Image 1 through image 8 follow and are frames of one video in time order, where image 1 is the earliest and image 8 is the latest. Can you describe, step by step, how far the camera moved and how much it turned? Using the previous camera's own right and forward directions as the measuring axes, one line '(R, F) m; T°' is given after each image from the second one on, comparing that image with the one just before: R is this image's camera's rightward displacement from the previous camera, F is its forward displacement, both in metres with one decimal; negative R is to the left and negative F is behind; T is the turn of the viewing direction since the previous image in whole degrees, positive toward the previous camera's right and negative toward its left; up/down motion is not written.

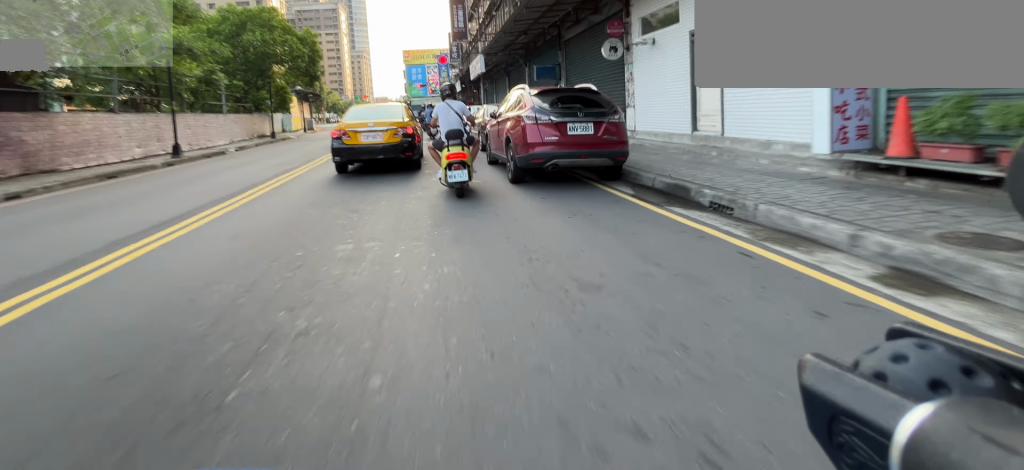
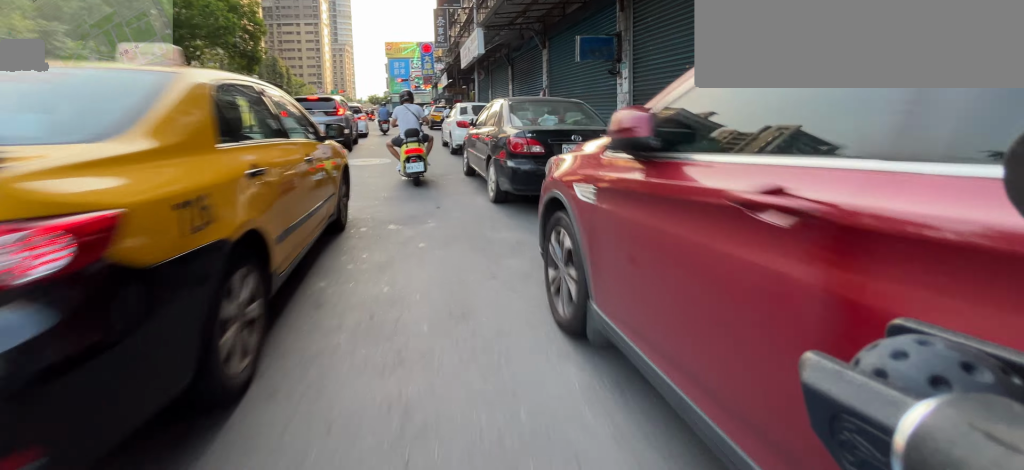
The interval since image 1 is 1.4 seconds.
(0.0, +8.0) m; 0°
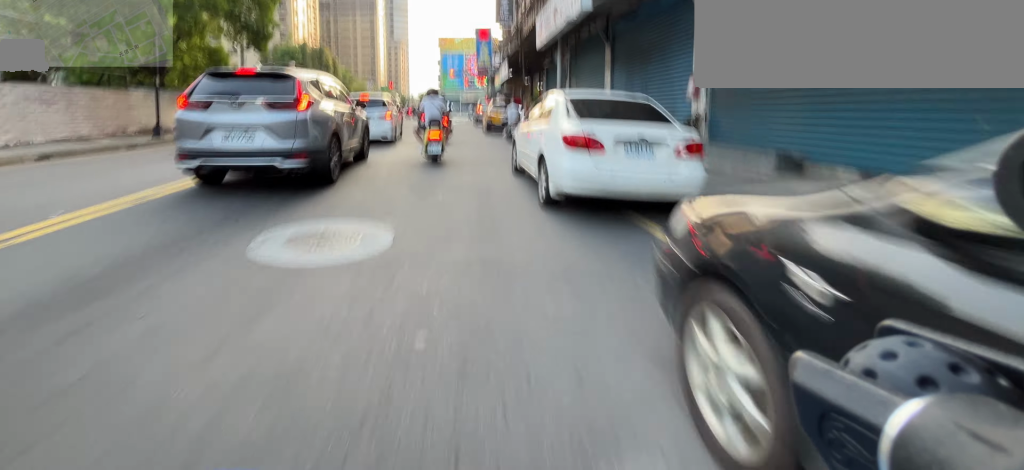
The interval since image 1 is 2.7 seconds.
(-0.1, +6.7) m; -5°
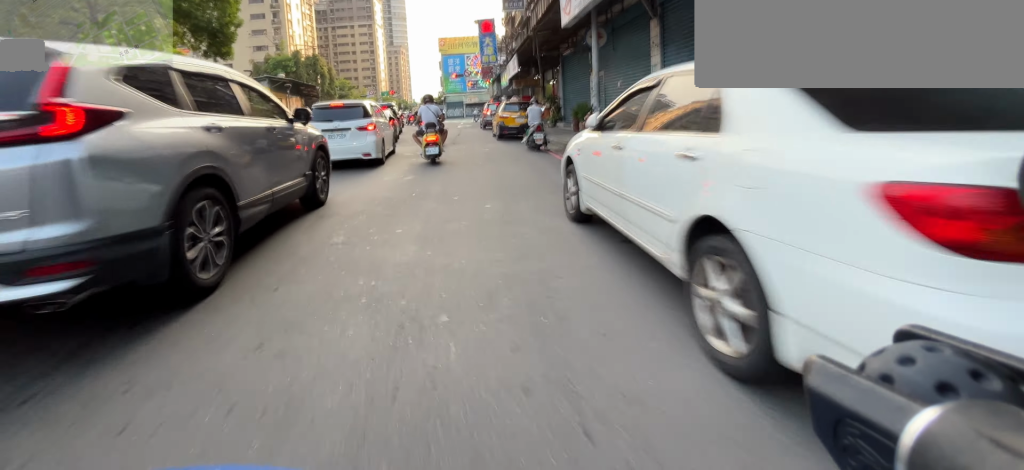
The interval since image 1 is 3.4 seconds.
(-0.2, +3.3) m; -3°
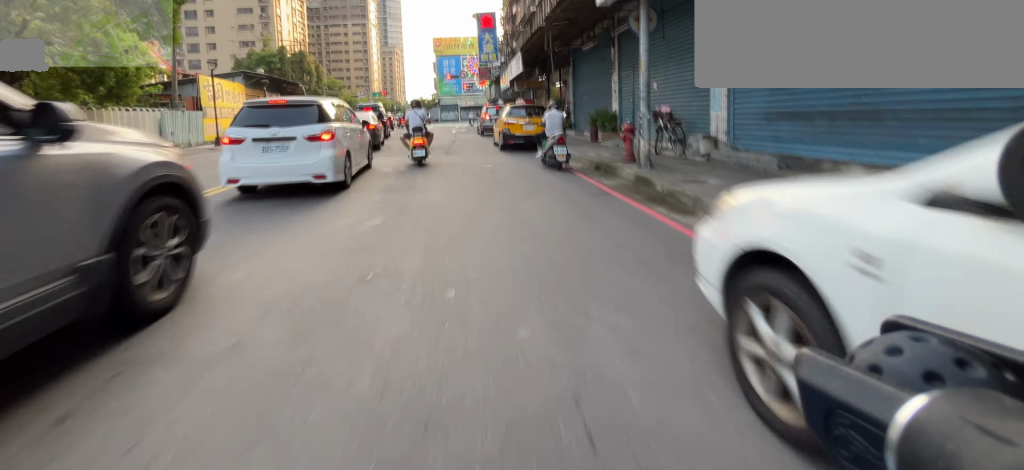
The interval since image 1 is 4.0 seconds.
(0.0, +2.6) m; -1°
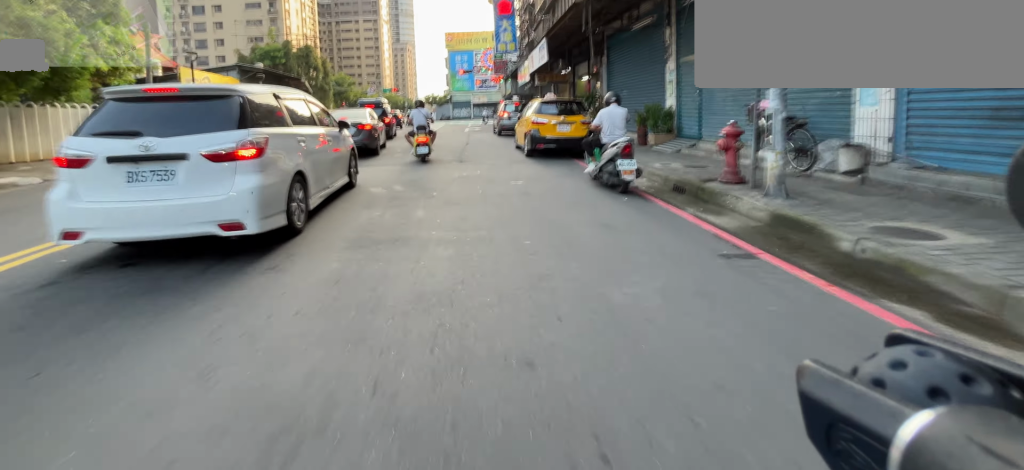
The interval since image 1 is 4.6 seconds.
(0.0, +2.5) m; -1°
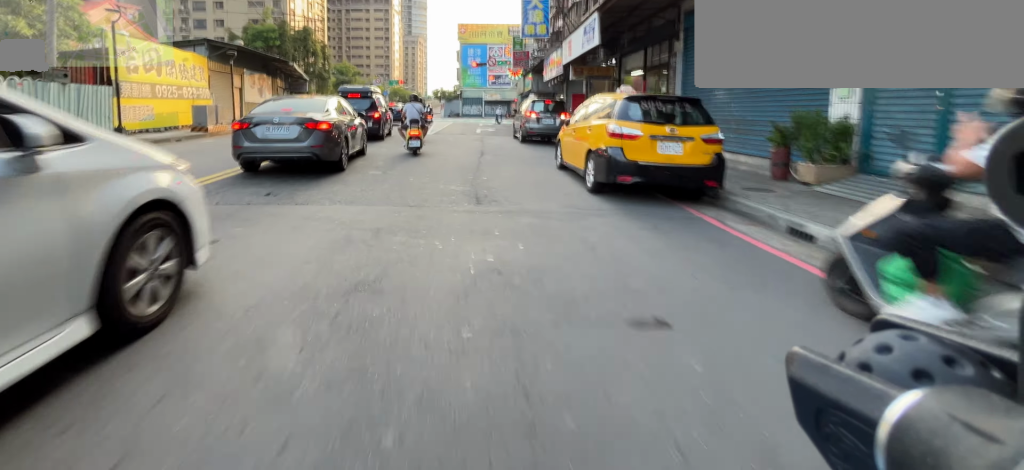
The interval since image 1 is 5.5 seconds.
(-0.1, +3.6) m; -2°
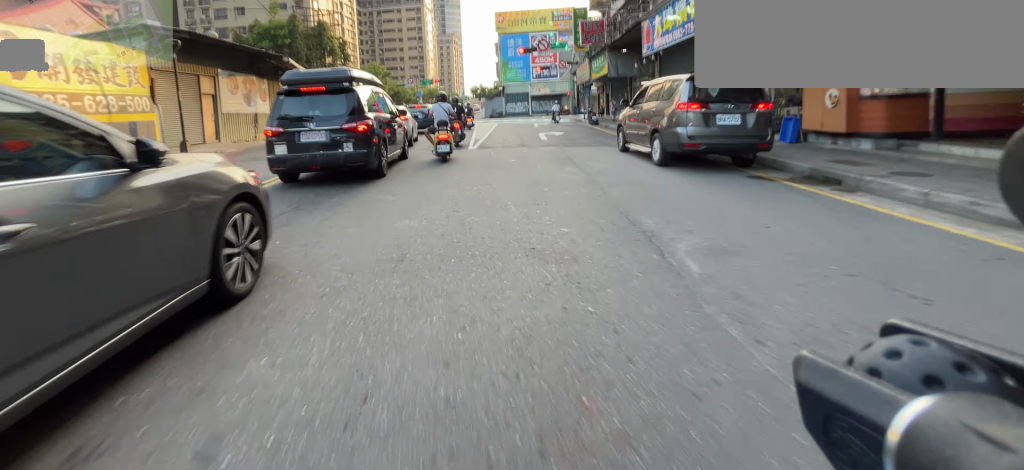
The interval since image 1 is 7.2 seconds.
(-0.1, +5.4) m; -1°
